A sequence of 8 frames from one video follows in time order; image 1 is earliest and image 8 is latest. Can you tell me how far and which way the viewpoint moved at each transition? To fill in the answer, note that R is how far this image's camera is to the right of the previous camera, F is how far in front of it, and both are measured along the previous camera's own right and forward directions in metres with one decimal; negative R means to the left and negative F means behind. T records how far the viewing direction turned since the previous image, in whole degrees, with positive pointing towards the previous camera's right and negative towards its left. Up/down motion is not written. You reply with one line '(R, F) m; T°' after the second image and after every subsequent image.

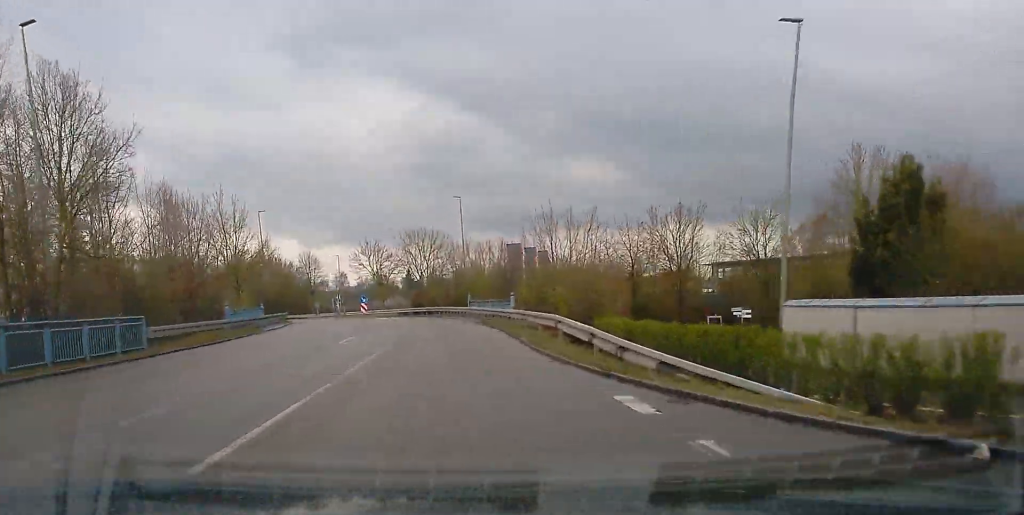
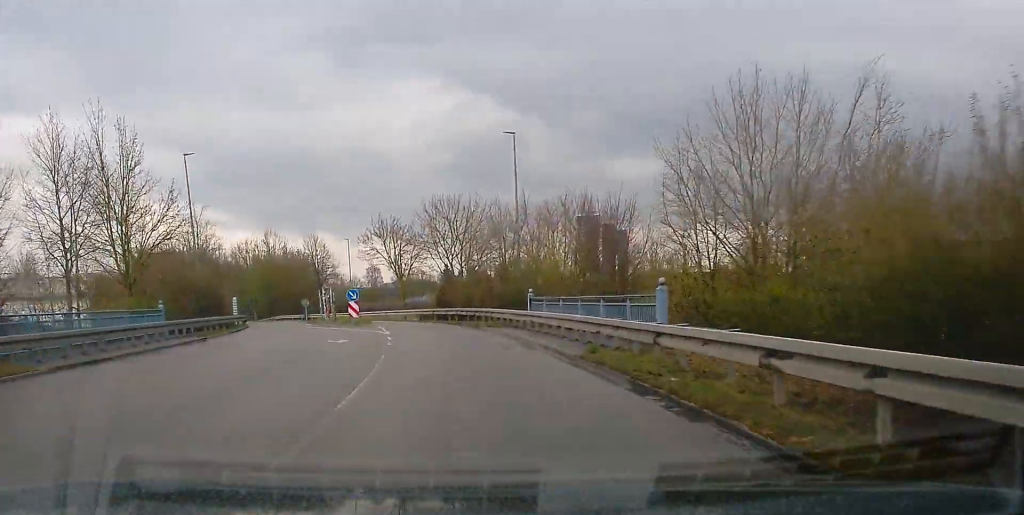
(-0.9, +23.7) m; +1°
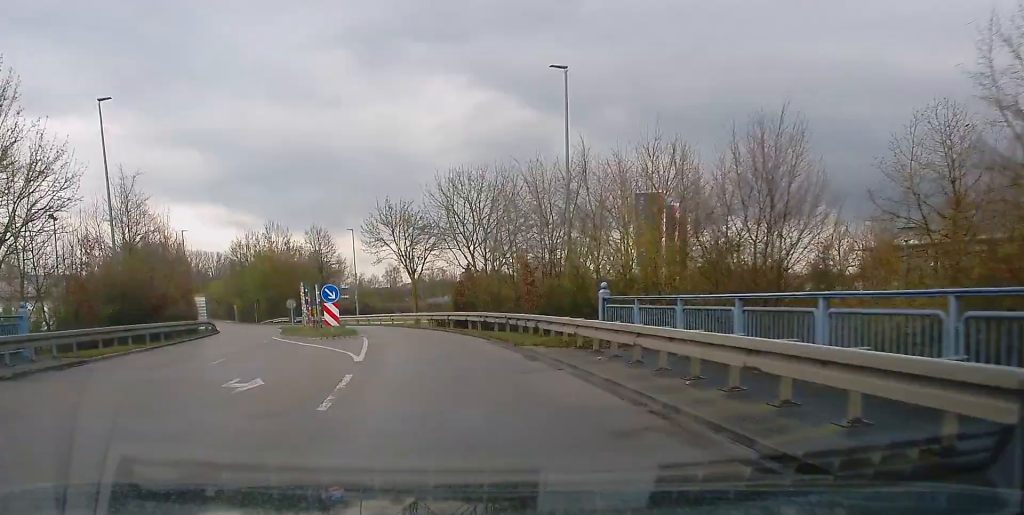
(+0.8, +12.5) m; -6°
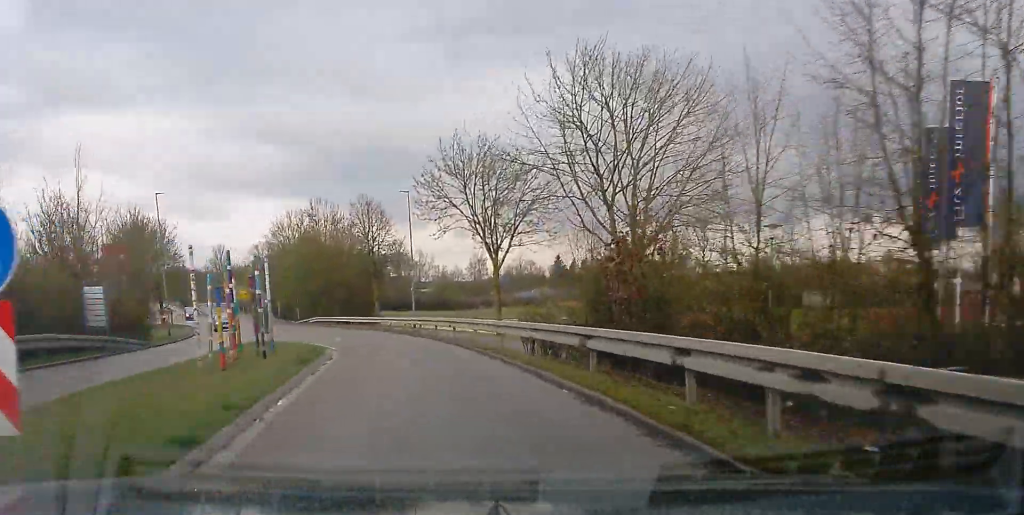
(-1.1, +24.0) m; -13°
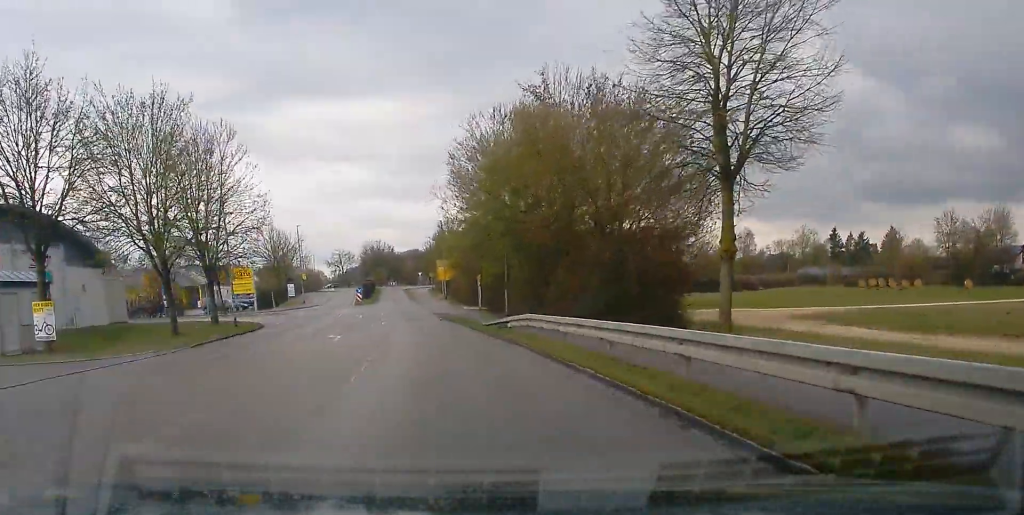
(-9.0, +48.5) m; -12°
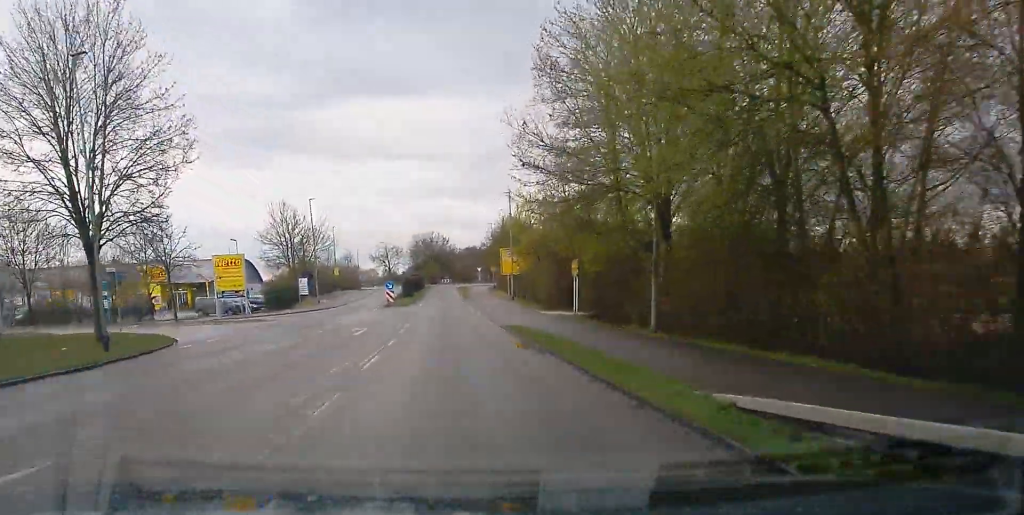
(-1.2, +24.4) m; -3°
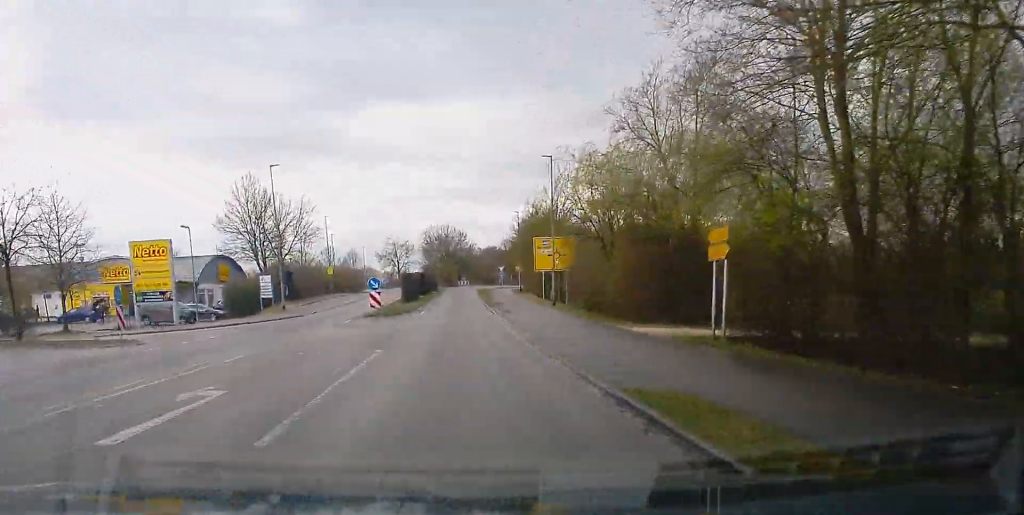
(-0.4, +18.6) m; -1°
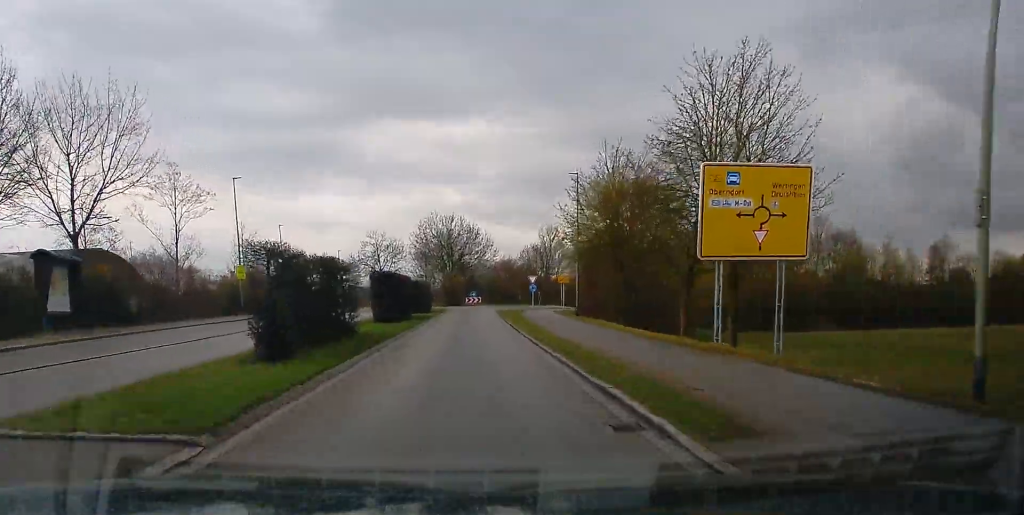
(0.0, +37.2) m; +1°
